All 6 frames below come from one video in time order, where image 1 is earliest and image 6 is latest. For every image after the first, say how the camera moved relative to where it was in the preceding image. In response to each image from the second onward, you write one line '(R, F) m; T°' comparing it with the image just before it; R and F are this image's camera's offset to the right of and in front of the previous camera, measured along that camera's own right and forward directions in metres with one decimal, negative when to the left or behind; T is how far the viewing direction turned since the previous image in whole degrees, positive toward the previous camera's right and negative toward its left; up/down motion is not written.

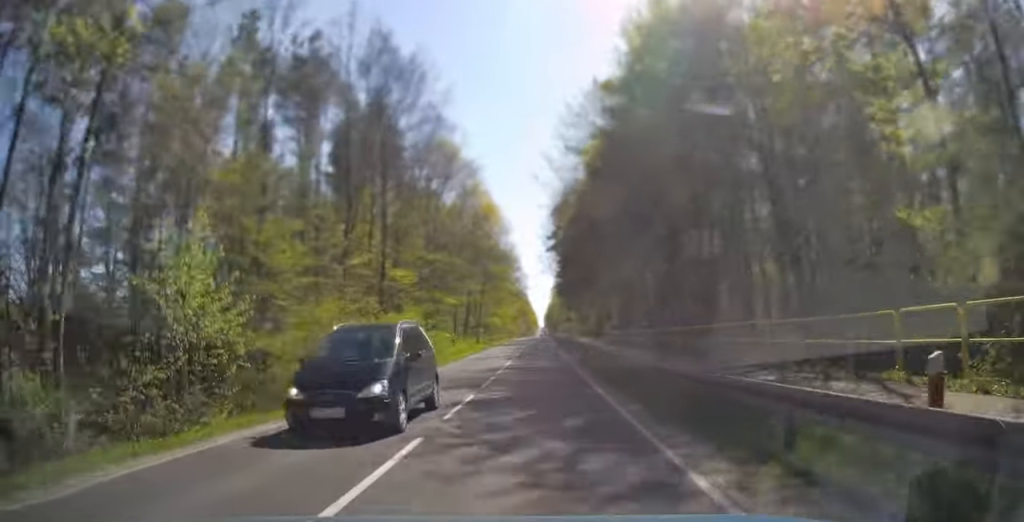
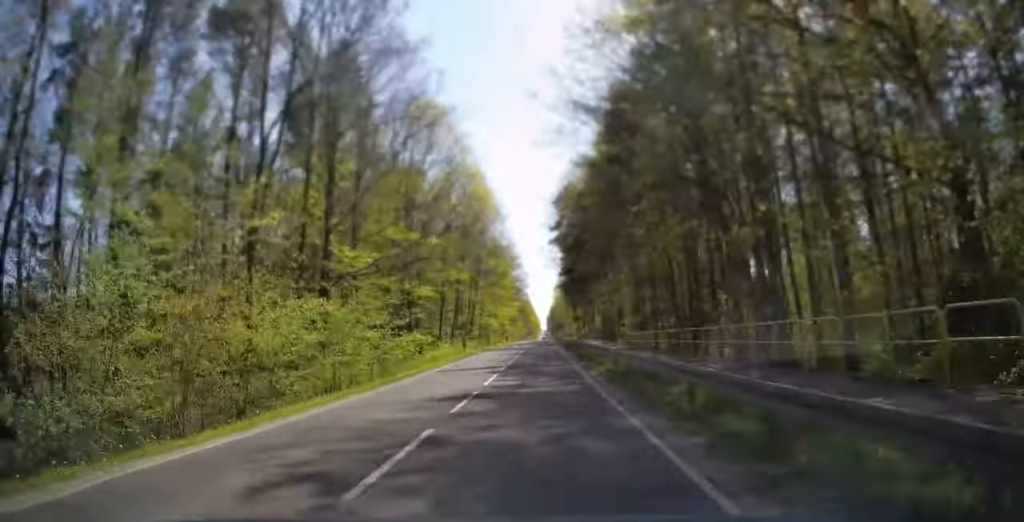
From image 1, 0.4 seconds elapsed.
(-0.2, +11.4) m; 0°
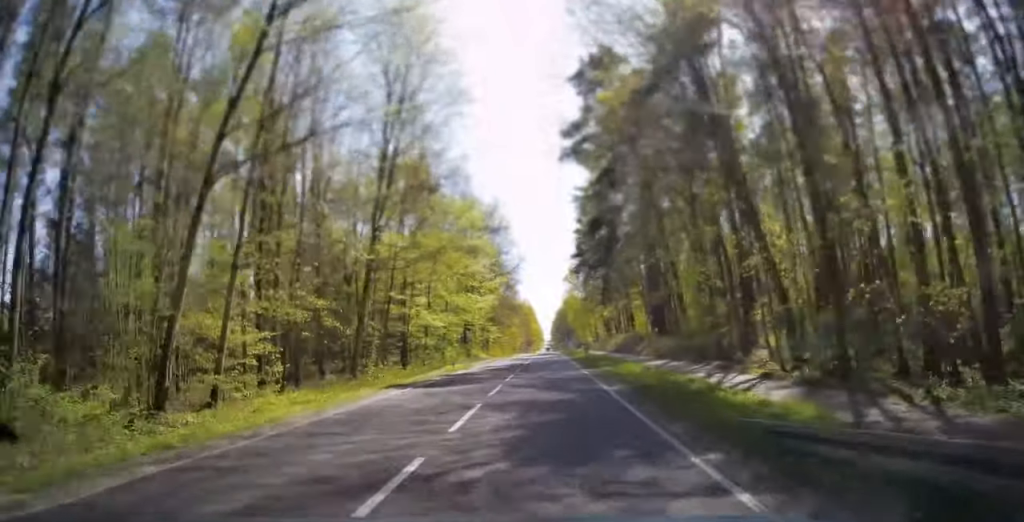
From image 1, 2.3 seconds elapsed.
(+0.1, +50.1) m; 0°
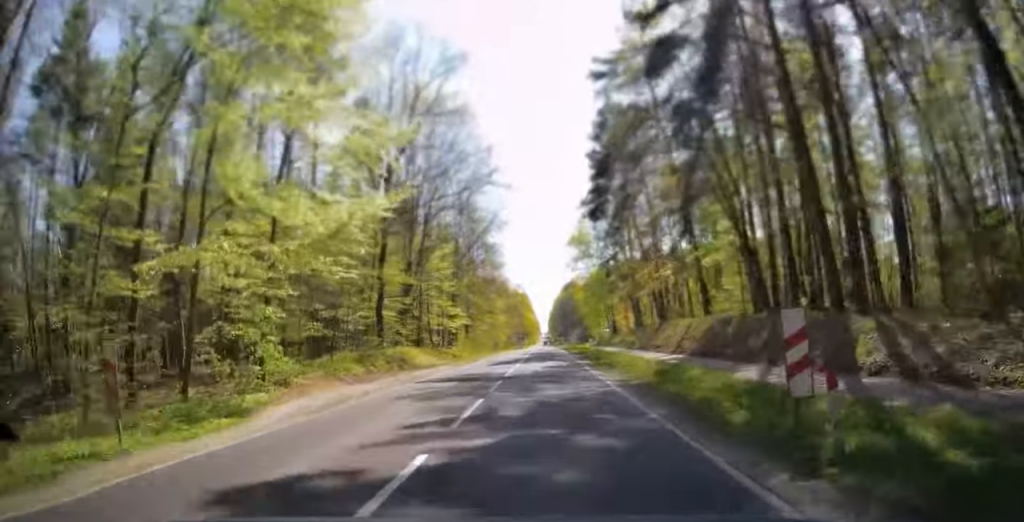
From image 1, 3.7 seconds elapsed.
(+0.1, +36.1) m; 0°
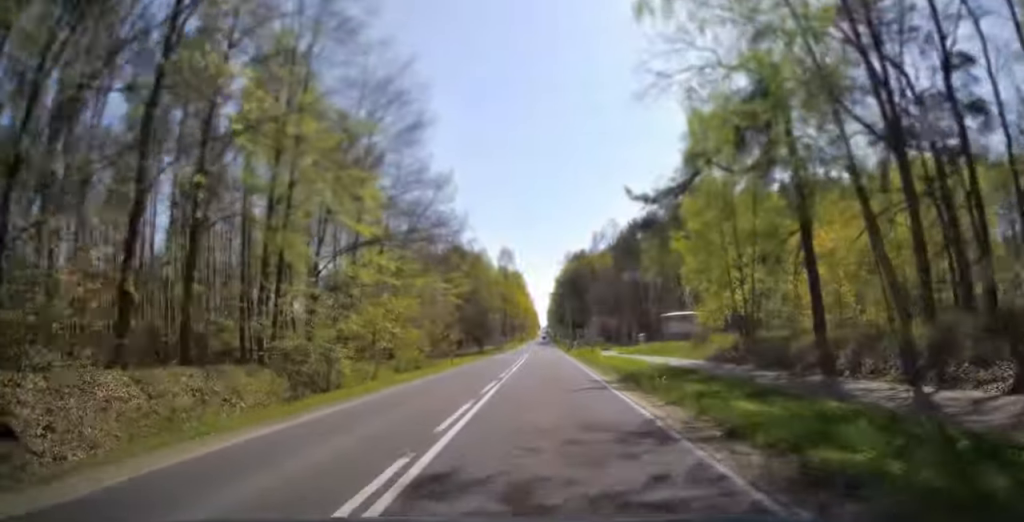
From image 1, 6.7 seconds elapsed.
(-0.1, +65.7) m; 0°
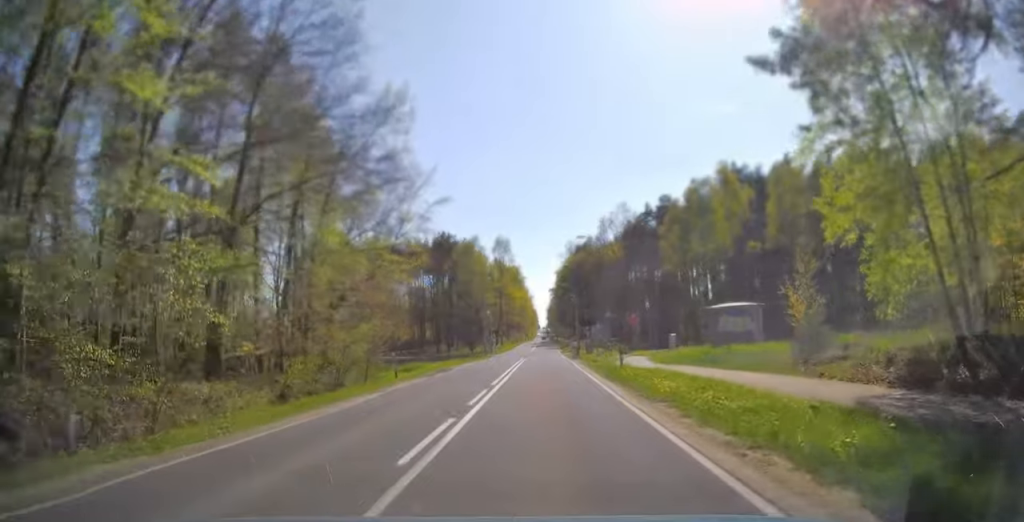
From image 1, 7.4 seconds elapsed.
(+0.2, +14.4) m; 0°
